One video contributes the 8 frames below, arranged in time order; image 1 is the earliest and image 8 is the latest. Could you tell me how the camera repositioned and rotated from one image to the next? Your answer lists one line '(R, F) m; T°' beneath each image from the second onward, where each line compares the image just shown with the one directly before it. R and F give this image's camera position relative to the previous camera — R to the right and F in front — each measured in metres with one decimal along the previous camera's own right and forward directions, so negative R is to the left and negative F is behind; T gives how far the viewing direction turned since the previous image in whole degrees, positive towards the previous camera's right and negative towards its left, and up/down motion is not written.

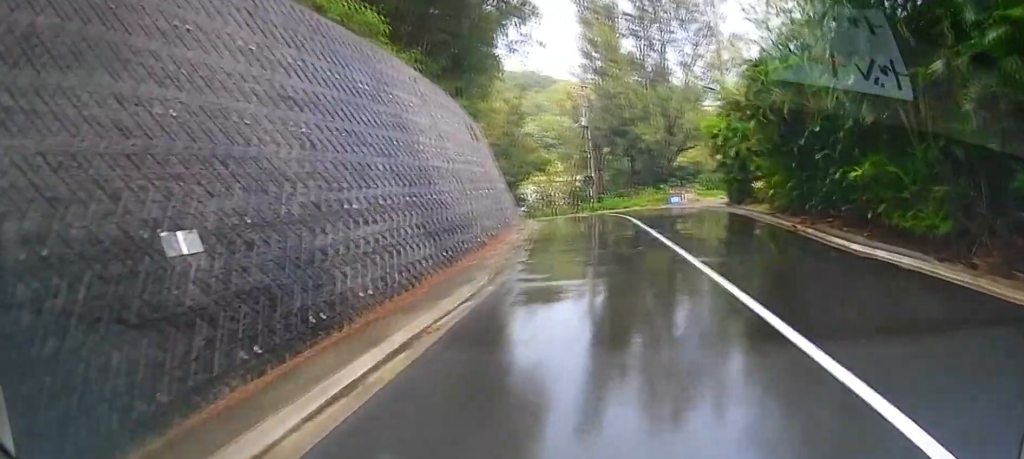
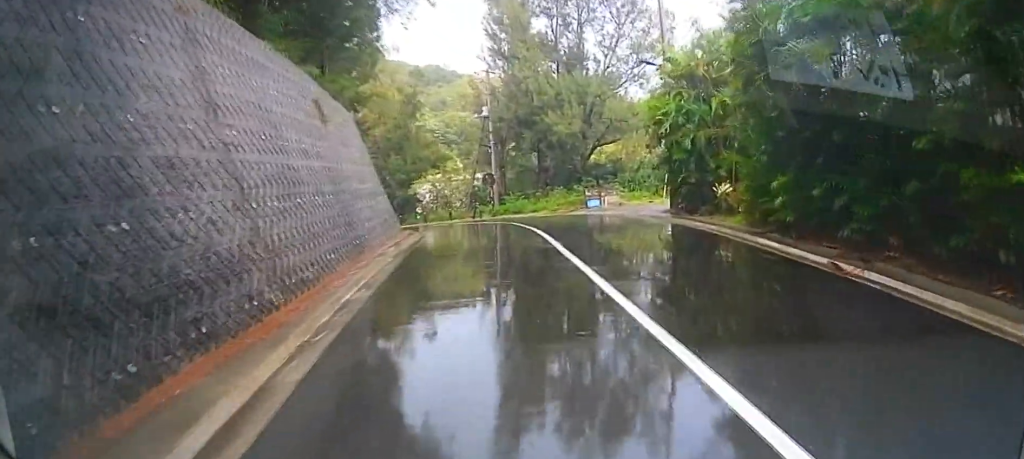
(+0.2, +8.1) m; +8°
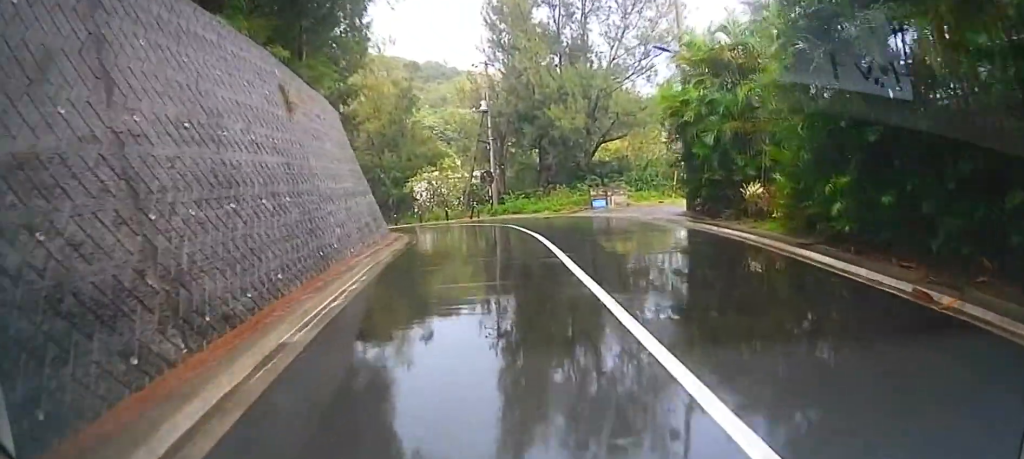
(+0.1, +2.5) m; +2°
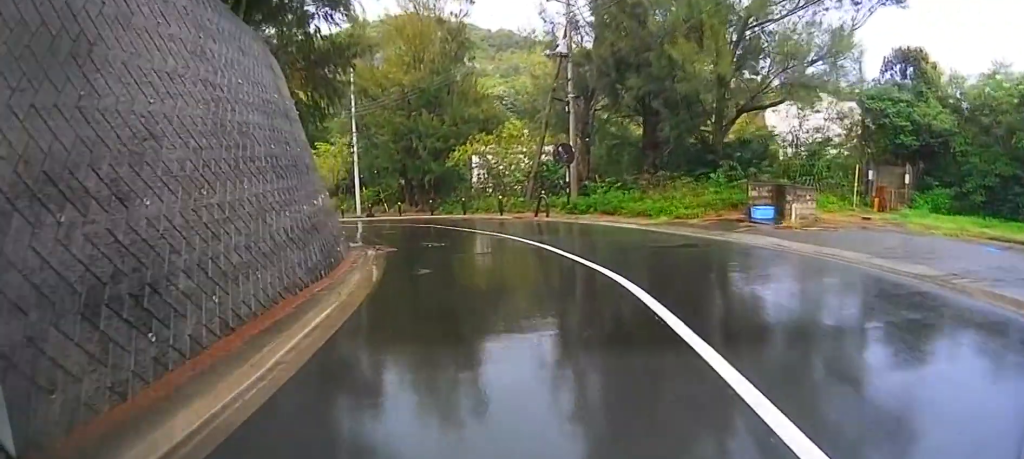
(+0.2, +15.0) m; -3°
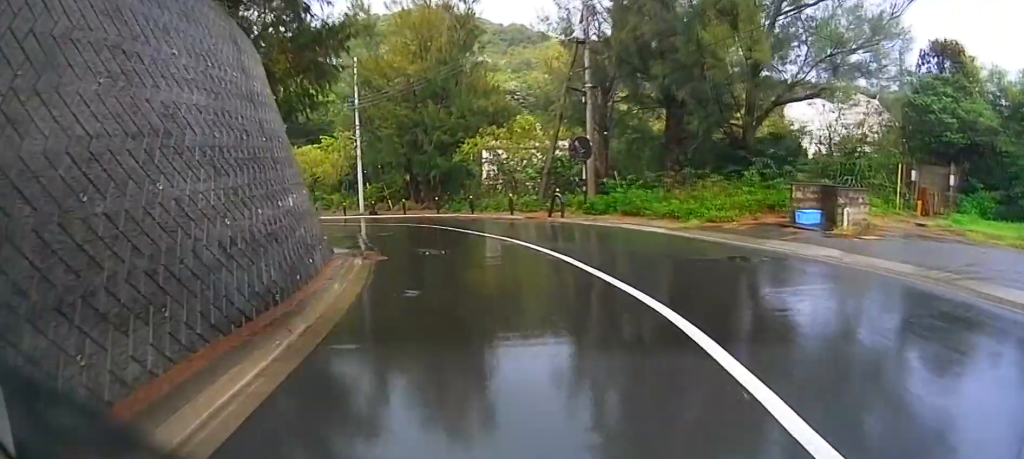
(0.0, +2.8) m; -1°
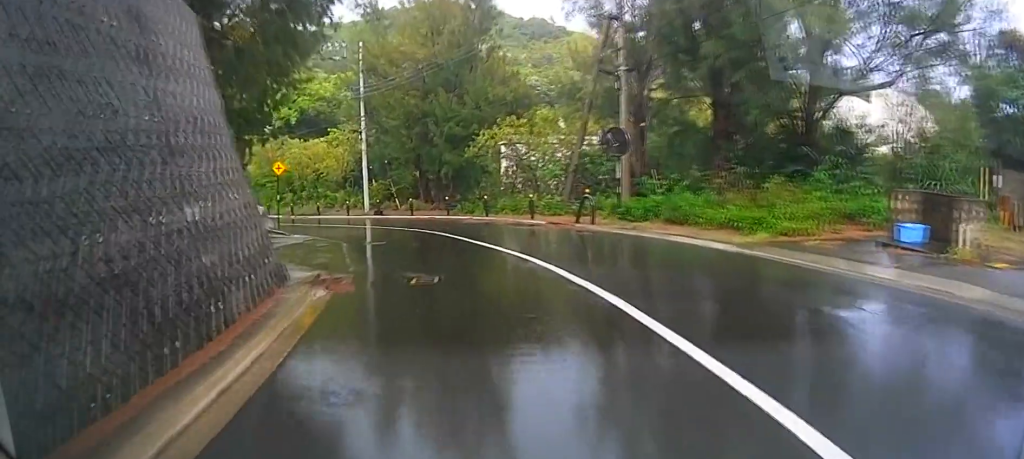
(0.0, +5.0) m; -3°
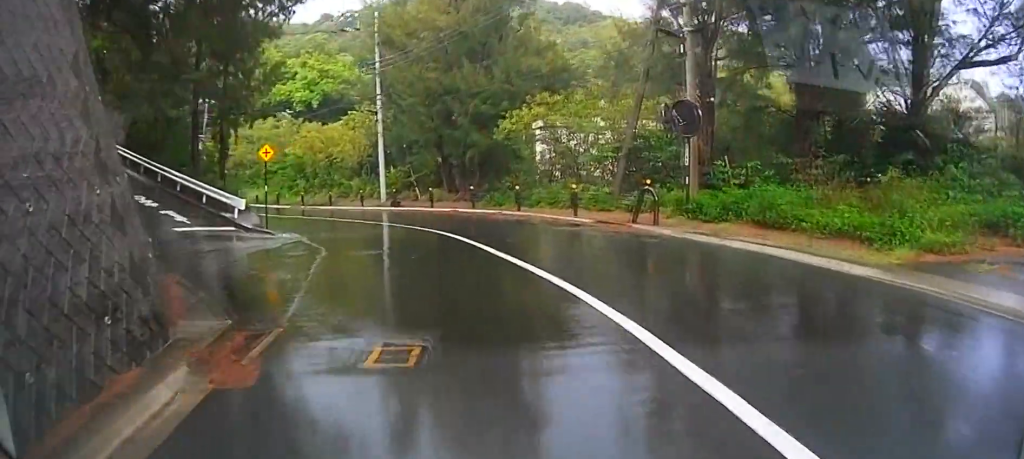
(-0.2, +5.5) m; -5°
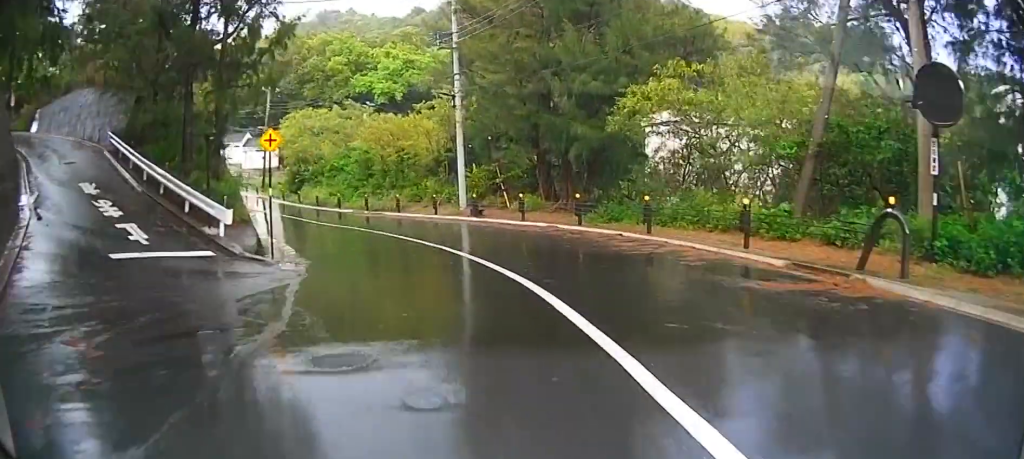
(-0.8, +8.7) m; -8°
